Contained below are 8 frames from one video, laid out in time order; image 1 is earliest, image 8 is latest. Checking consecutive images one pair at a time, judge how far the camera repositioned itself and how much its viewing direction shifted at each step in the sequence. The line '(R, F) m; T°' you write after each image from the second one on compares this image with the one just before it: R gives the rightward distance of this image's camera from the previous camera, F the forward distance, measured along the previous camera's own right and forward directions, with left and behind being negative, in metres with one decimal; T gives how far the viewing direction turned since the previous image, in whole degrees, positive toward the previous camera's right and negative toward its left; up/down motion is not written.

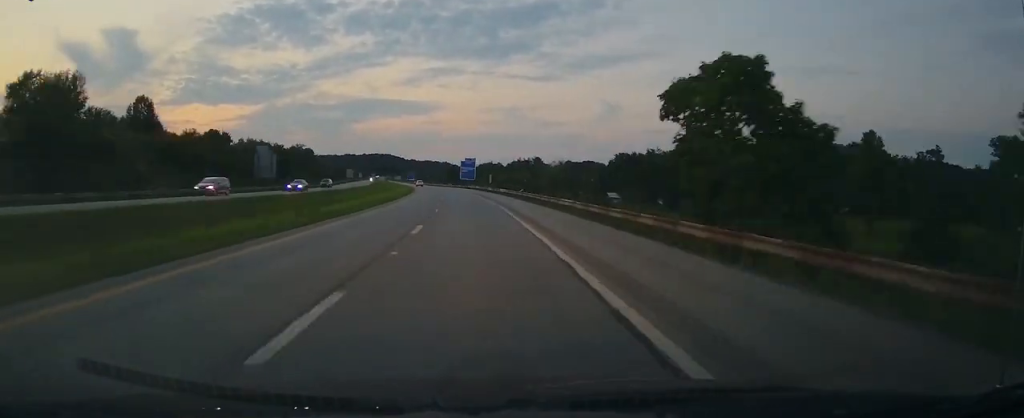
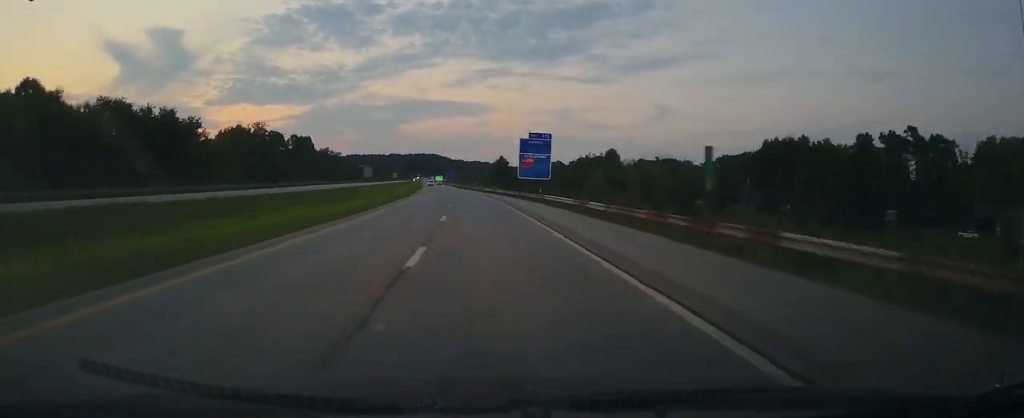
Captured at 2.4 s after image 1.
(-3.7, +79.8) m; -4°
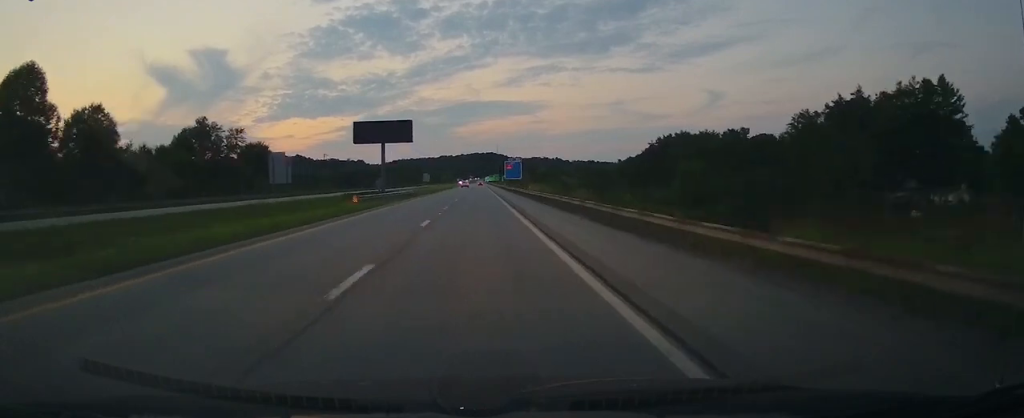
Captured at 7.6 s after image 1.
(-9.0, +173.4) m; -4°
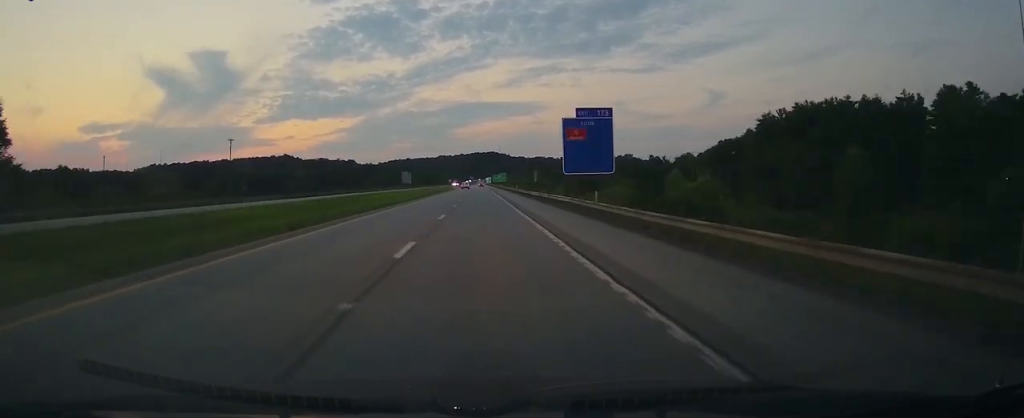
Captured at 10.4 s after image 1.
(-0.5, +93.7) m; 0°
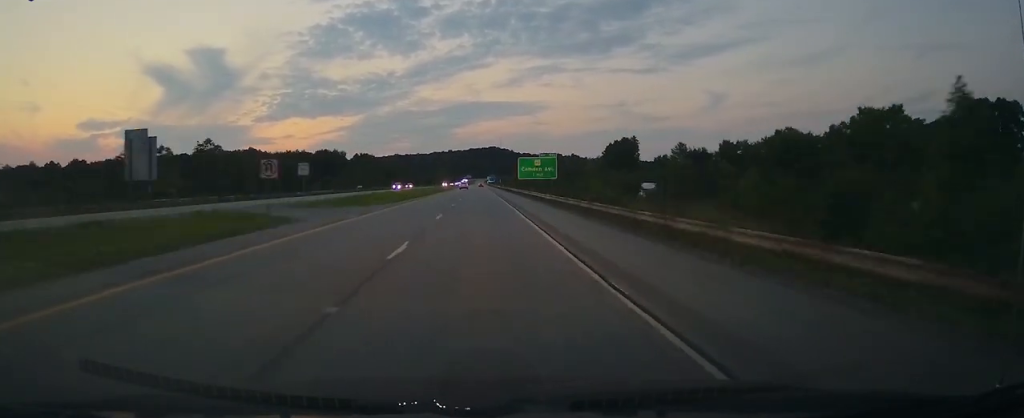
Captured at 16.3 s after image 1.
(+0.5, +197.0) m; 0°
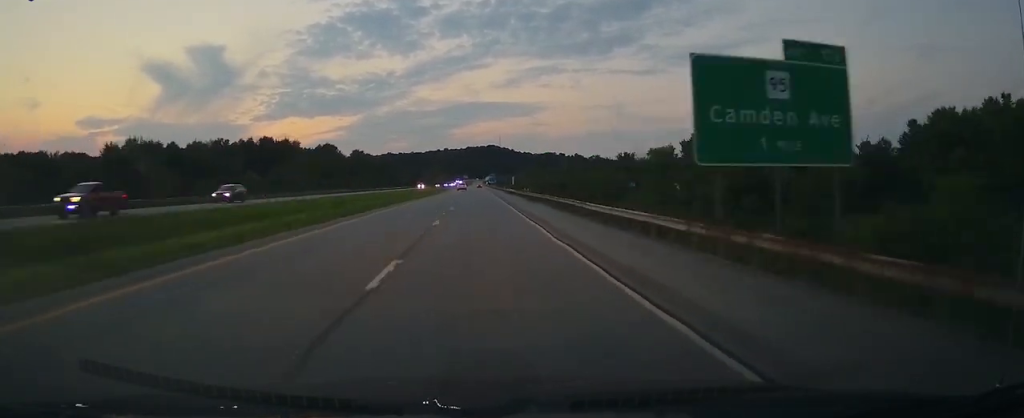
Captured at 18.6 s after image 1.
(+0.2, +76.7) m; 0°
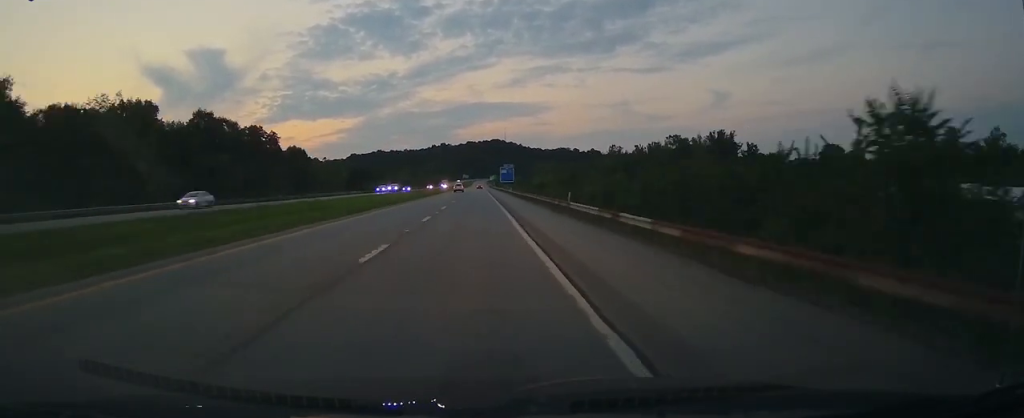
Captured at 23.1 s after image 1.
(+0.1, +154.3) m; 0°
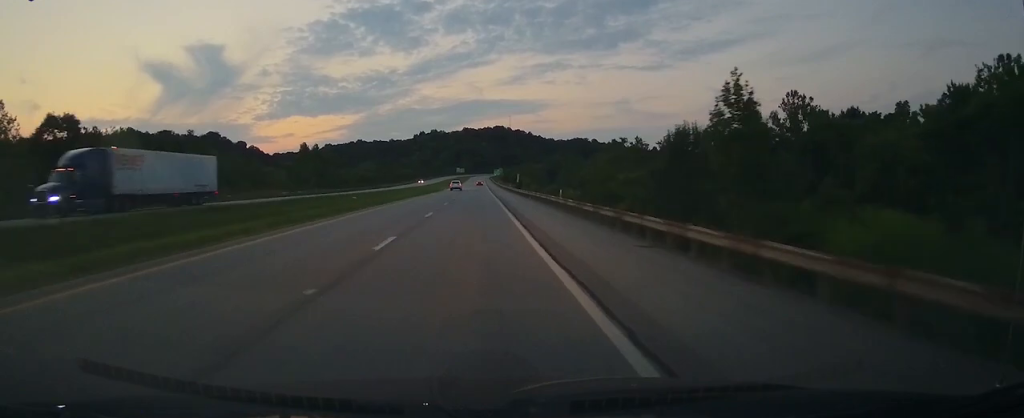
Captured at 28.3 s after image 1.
(+0.1, +176.7) m; 0°
